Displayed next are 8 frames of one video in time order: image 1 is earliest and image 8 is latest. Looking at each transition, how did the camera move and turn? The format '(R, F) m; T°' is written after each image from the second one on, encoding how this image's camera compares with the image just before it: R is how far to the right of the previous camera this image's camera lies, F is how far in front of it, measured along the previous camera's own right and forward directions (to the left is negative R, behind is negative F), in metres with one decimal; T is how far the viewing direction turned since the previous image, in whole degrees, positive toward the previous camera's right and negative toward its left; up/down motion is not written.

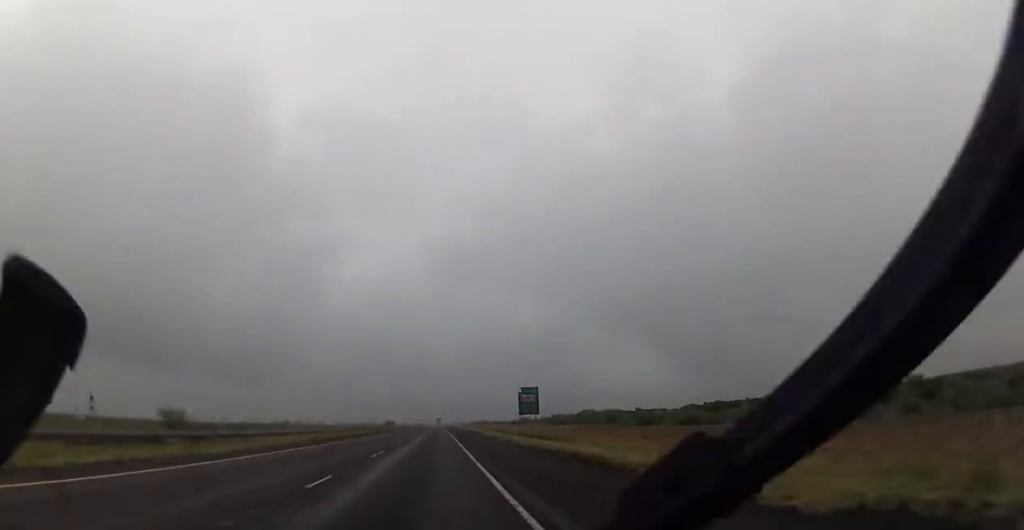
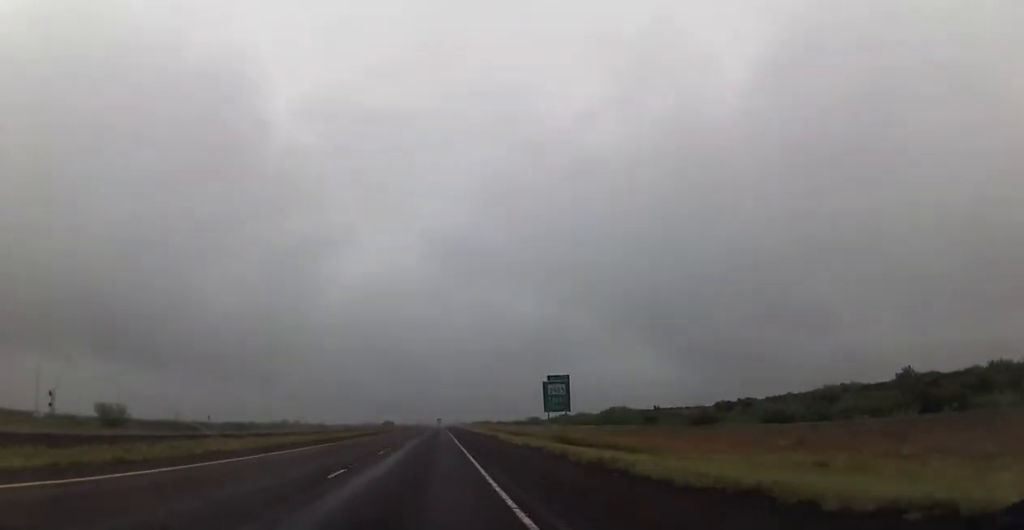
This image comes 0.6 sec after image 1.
(0.0, +21.8) m; 0°
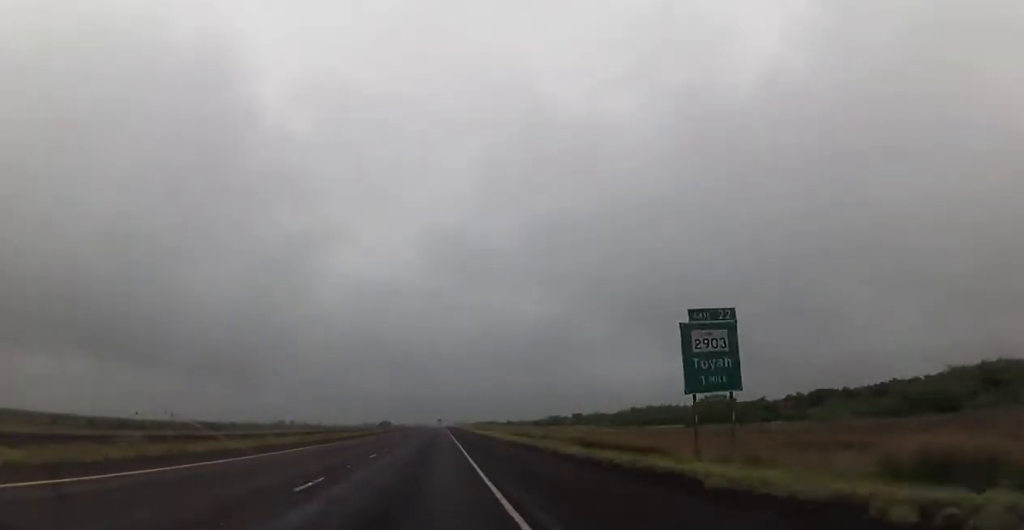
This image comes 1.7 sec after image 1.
(0.0, +39.9) m; 0°
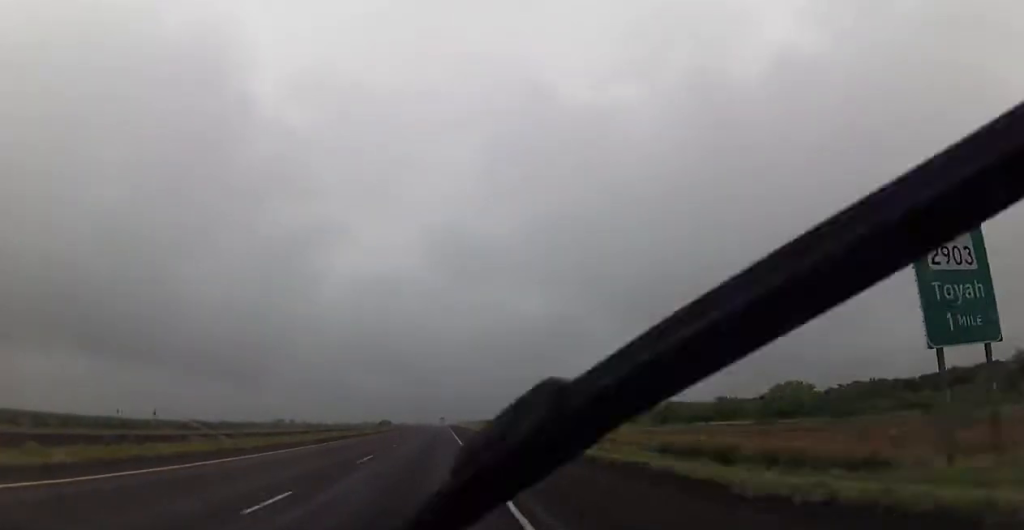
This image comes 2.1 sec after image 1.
(0.0, +15.7) m; 0°
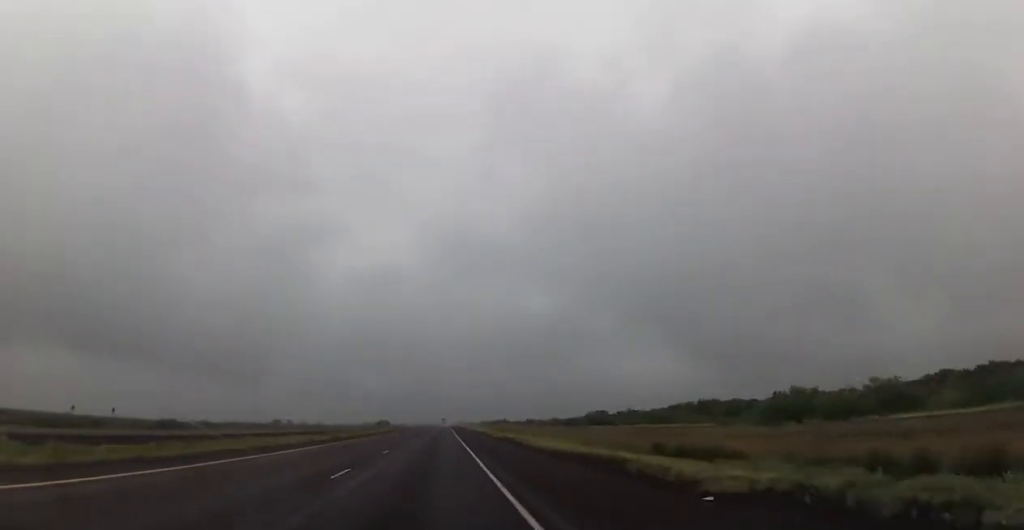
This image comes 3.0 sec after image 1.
(0.0, +30.2) m; 0°
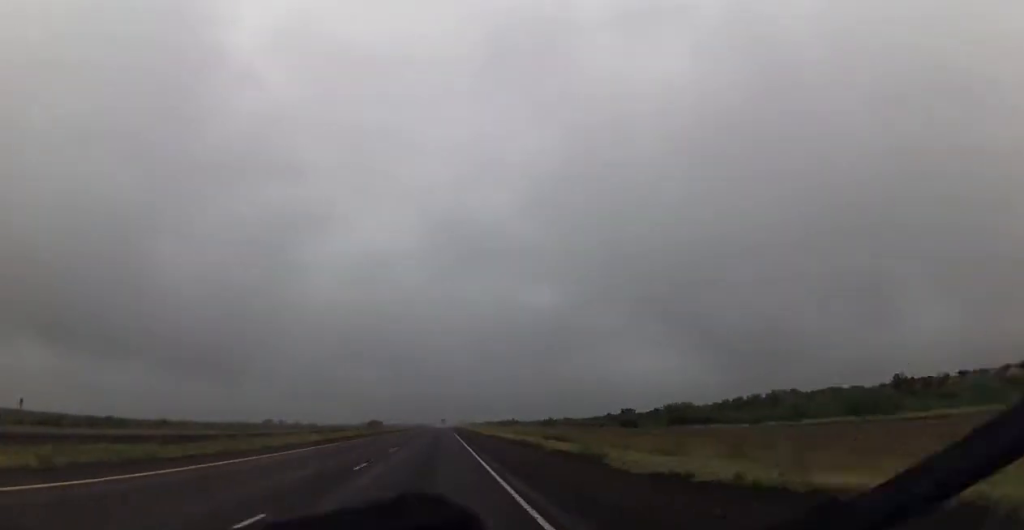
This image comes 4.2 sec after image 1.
(0.0, +45.9) m; 0°
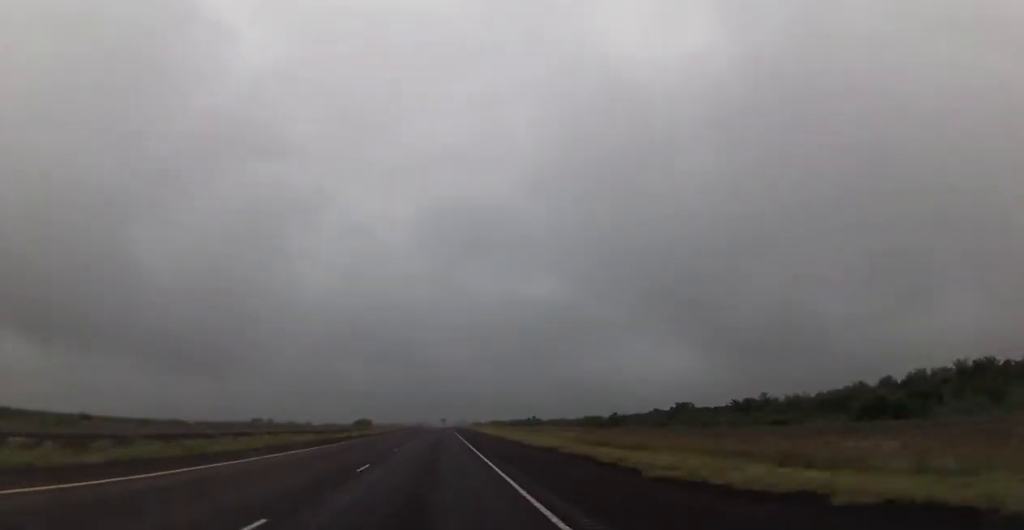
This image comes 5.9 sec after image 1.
(0.0, +61.6) m; 0°
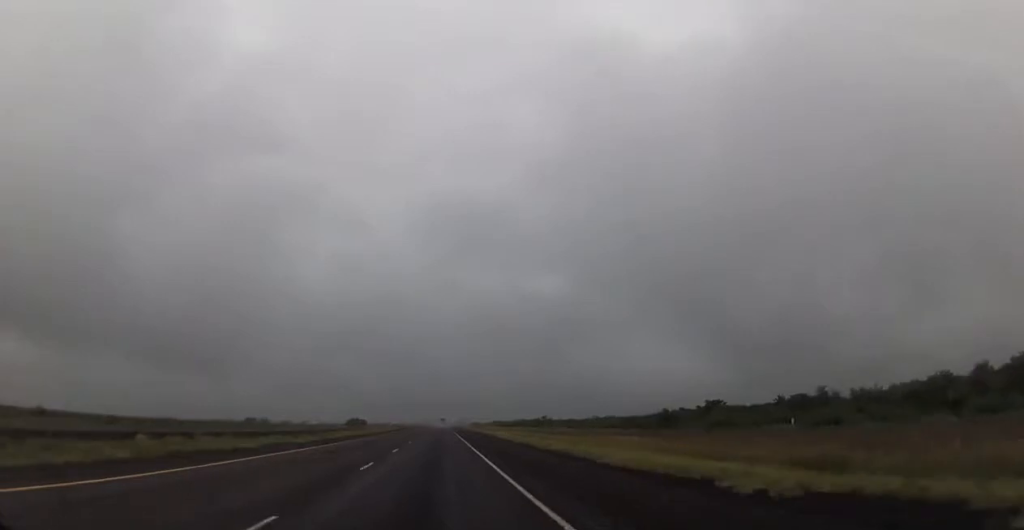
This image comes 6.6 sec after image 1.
(0.0, +24.1) m; 0°
